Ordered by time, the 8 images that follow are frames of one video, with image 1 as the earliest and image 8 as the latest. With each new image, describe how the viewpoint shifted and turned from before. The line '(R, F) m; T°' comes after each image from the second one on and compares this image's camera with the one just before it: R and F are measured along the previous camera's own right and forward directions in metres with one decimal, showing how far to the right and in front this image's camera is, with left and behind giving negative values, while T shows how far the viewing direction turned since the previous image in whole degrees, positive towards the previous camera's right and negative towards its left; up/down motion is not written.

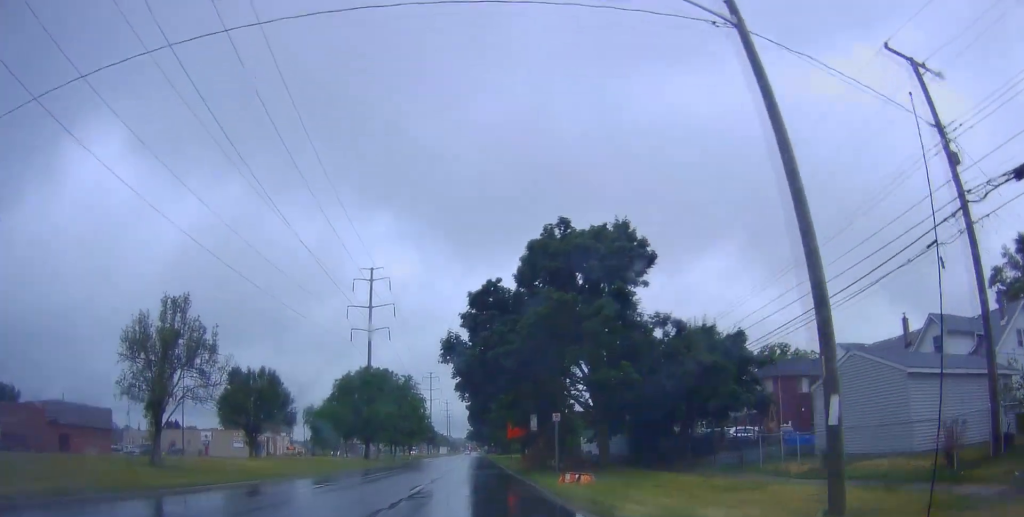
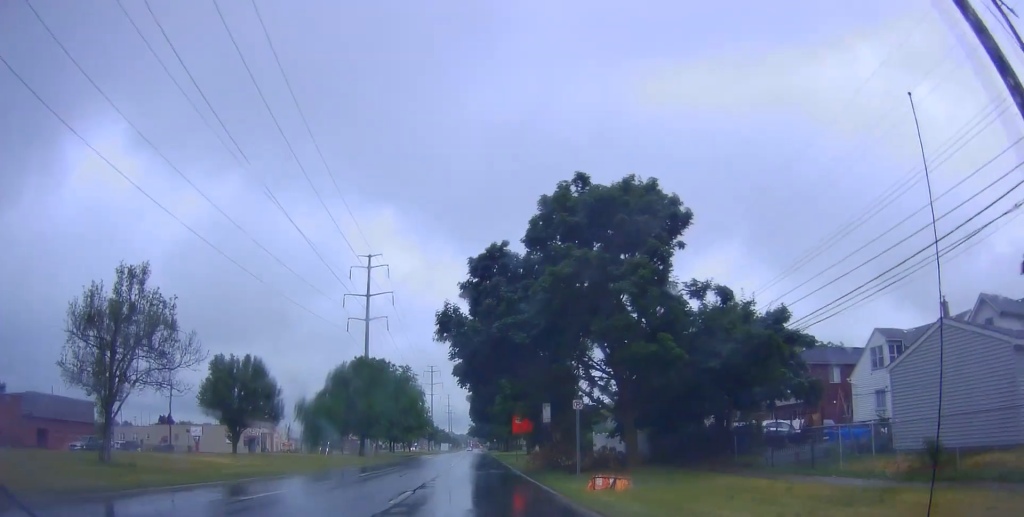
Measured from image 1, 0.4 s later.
(0.0, +3.4) m; 0°
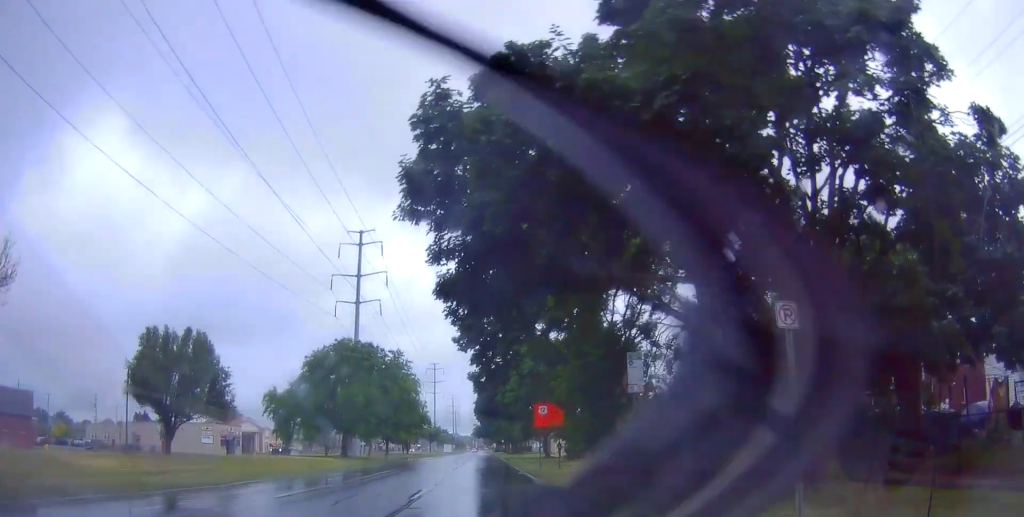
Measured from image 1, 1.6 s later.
(0.0, +10.5) m; 0°
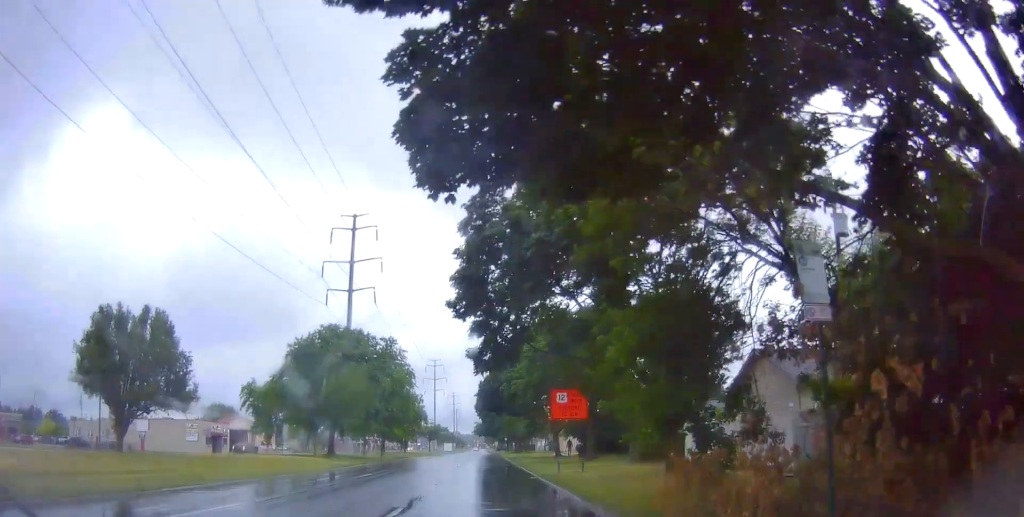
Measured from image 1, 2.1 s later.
(0.0, +5.6) m; -1°
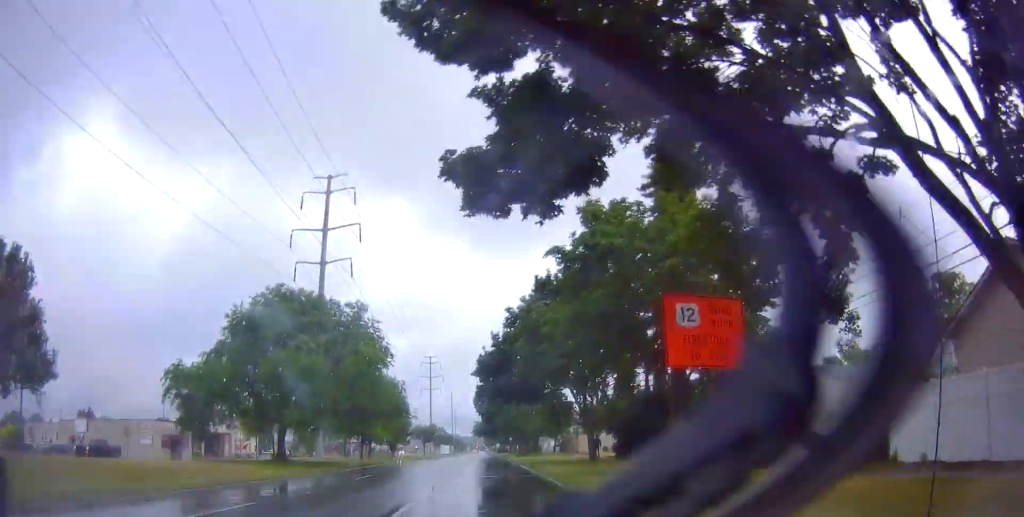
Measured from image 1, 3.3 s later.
(-0.3, +13.0) m; -1°
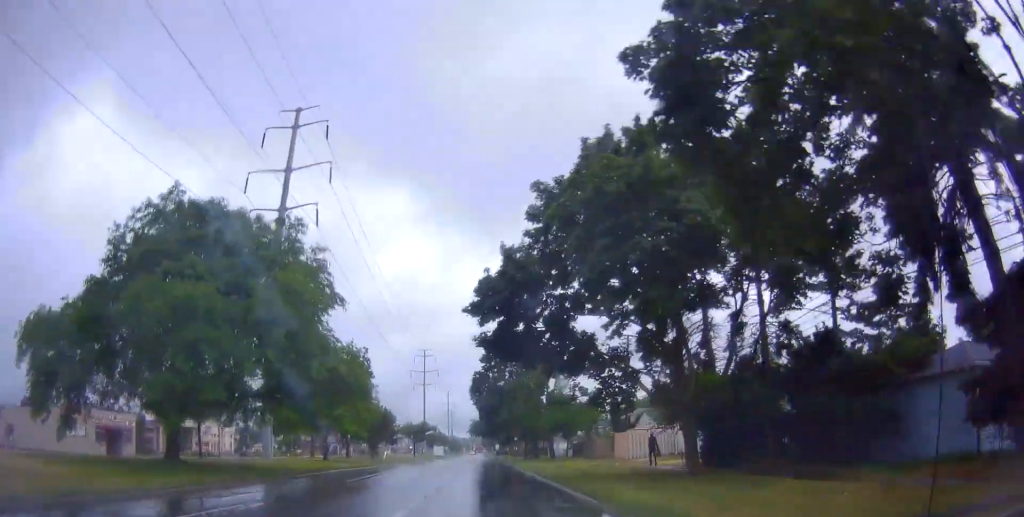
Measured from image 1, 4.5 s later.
(+0.3, +14.7) m; +3°
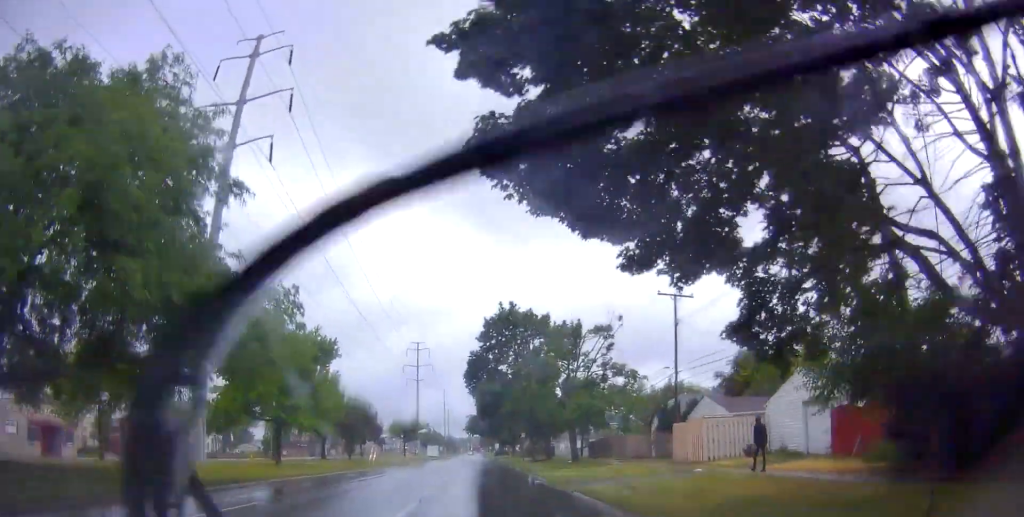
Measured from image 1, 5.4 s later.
(+0.3, +12.6) m; 0°
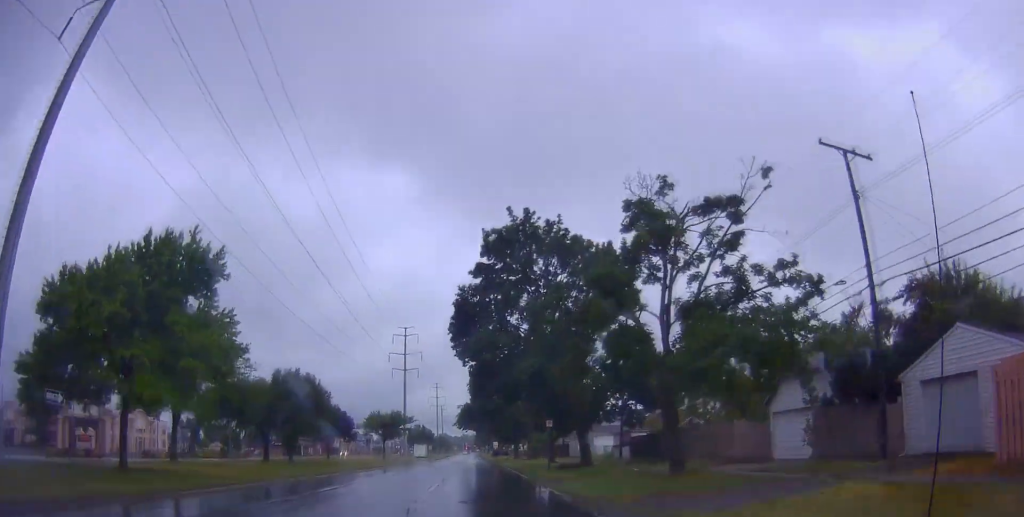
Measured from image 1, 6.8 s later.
(-0.5, +20.4) m; -2°
